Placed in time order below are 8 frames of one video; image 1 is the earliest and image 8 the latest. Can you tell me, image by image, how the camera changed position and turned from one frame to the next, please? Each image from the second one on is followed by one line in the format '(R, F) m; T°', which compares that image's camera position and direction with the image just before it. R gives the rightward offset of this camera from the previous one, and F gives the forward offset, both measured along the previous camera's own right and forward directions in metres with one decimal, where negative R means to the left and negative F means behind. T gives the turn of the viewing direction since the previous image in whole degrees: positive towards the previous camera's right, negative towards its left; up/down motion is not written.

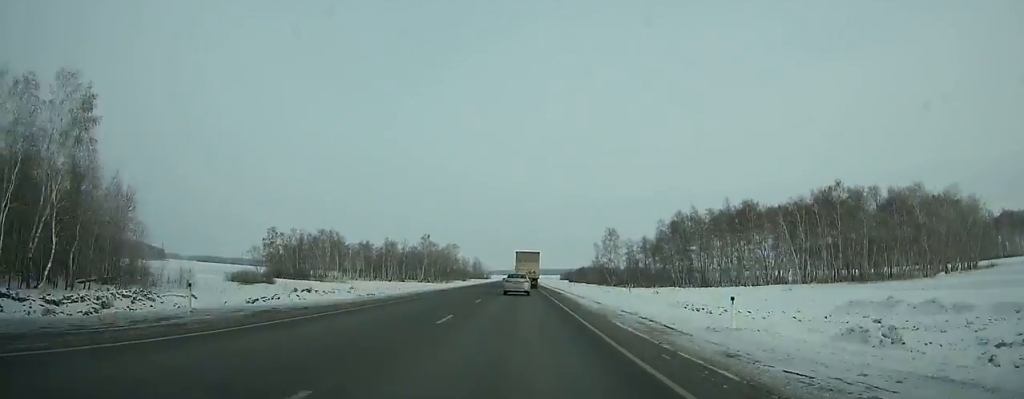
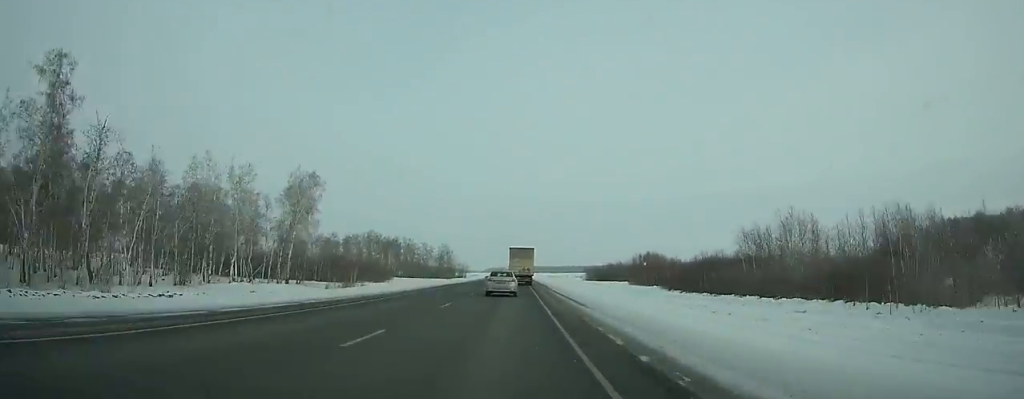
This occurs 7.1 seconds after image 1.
(+1.0, +164.2) m; +1°
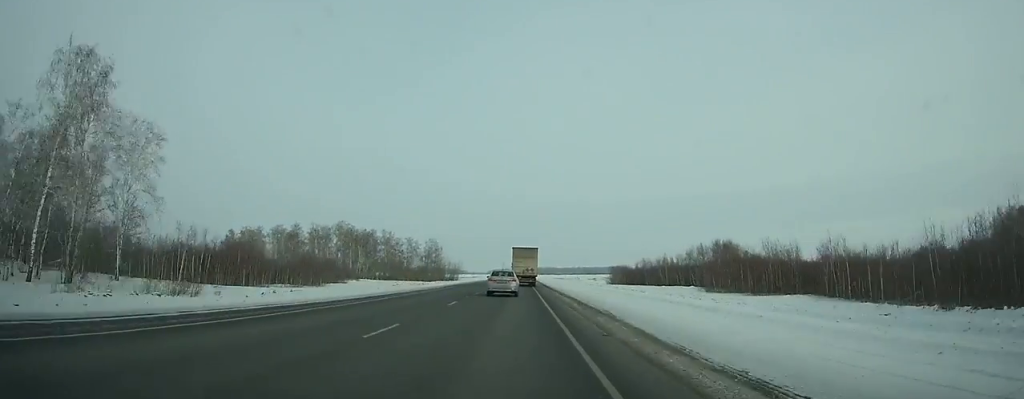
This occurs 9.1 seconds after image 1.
(+0.1, +46.5) m; 0°
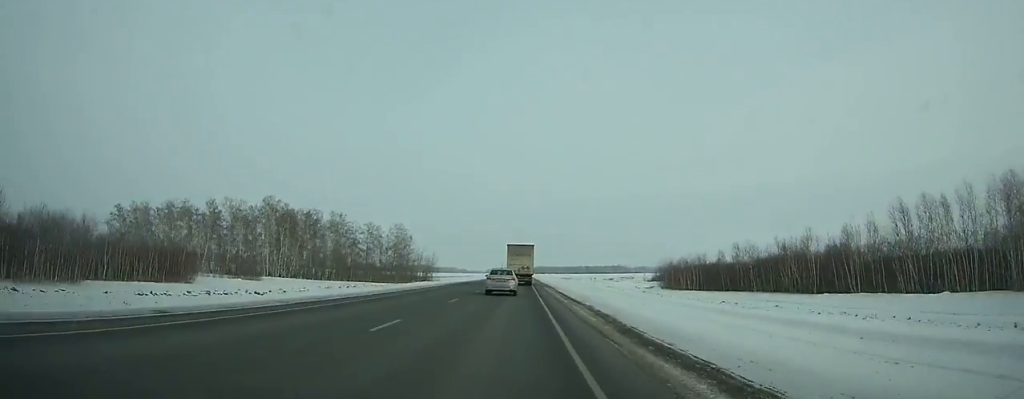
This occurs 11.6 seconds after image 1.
(-0.1, +58.1) m; 0°
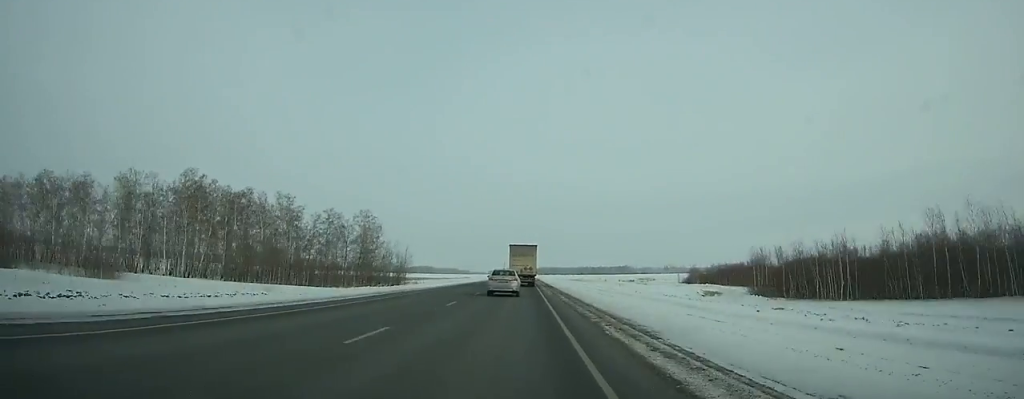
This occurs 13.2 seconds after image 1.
(0.0, +37.0) m; 0°
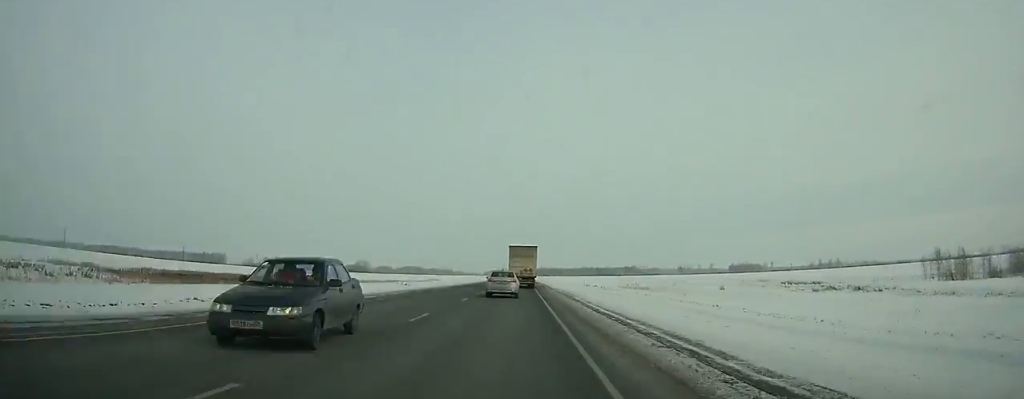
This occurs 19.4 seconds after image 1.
(-0.6, +141.5) m; 0°
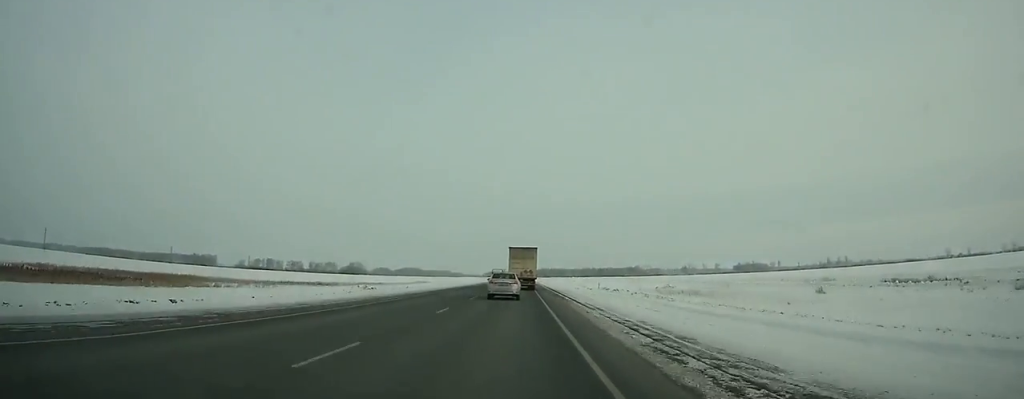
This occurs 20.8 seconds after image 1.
(+0.2, +31.8) m; 0°
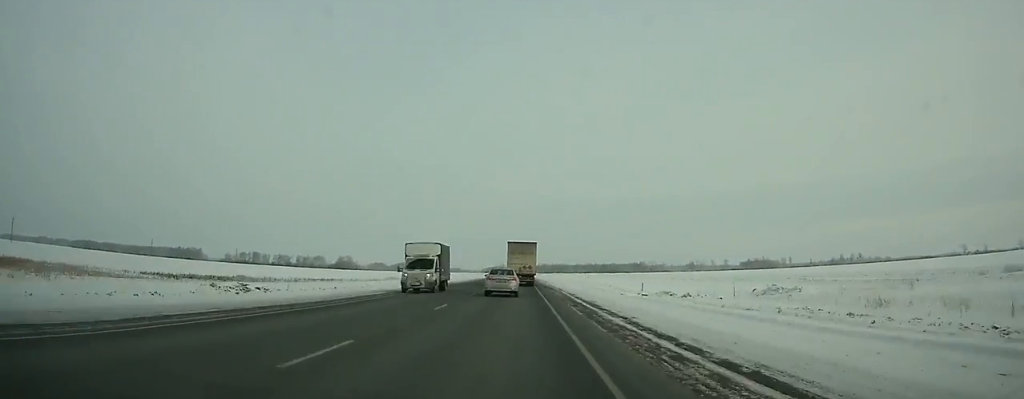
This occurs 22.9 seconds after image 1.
(+0.1, +47.8) m; 0°
